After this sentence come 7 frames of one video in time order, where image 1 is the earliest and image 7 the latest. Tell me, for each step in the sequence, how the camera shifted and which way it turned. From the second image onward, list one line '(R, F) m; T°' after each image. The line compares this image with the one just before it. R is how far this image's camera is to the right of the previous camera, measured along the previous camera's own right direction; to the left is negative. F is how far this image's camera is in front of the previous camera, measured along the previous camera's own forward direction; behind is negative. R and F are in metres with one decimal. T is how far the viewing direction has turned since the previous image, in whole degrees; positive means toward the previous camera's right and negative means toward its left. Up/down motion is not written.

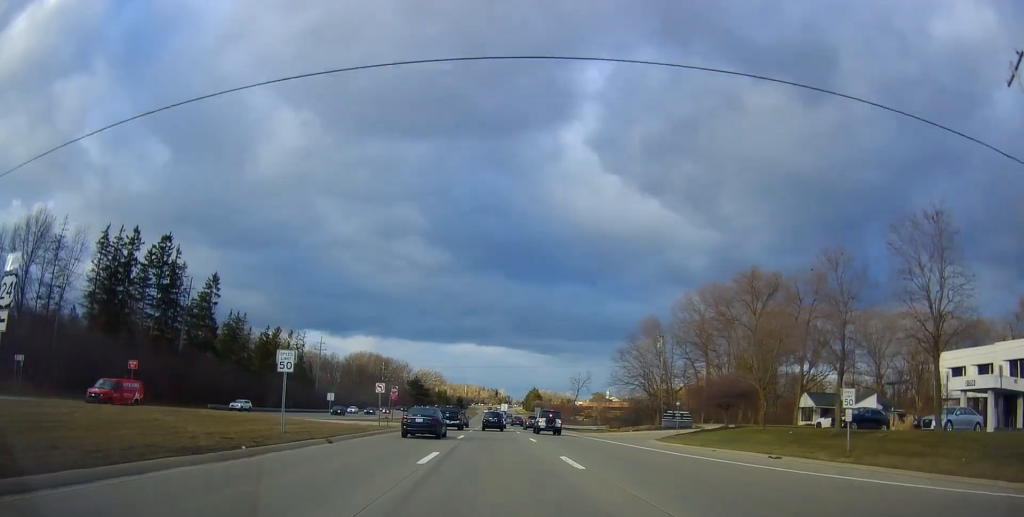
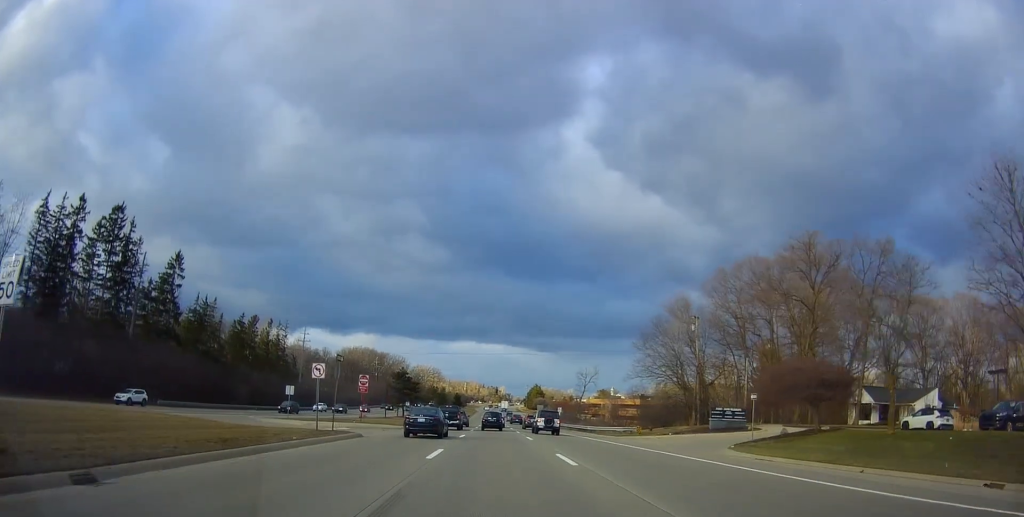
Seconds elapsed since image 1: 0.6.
(+0.5, +13.8) m; +1°
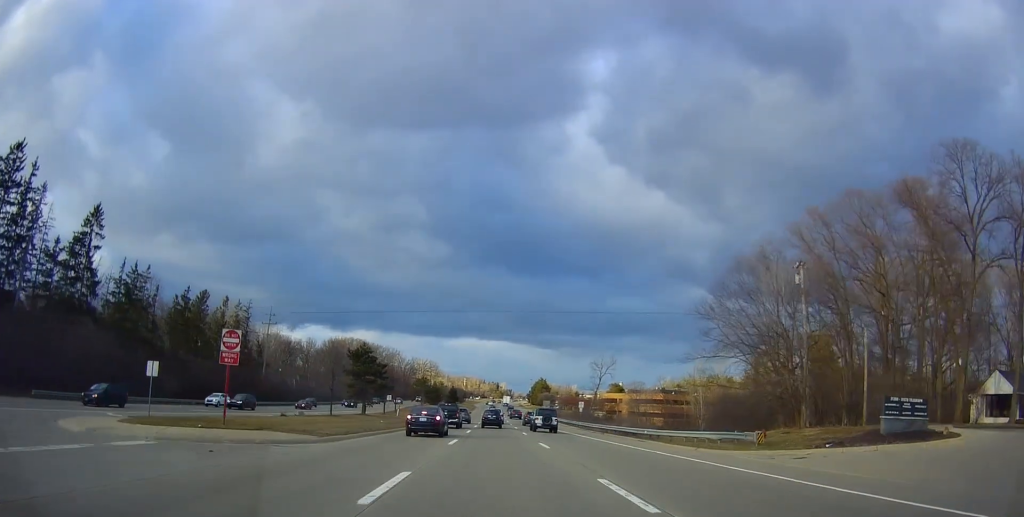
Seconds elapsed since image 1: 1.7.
(-0.3, +23.3) m; 0°
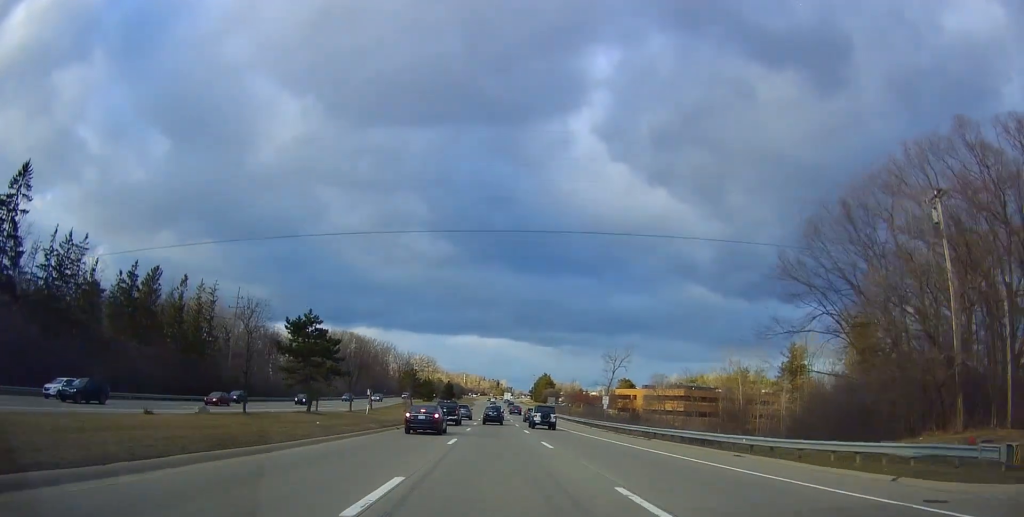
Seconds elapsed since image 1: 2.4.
(+0.3, +16.1) m; -1°
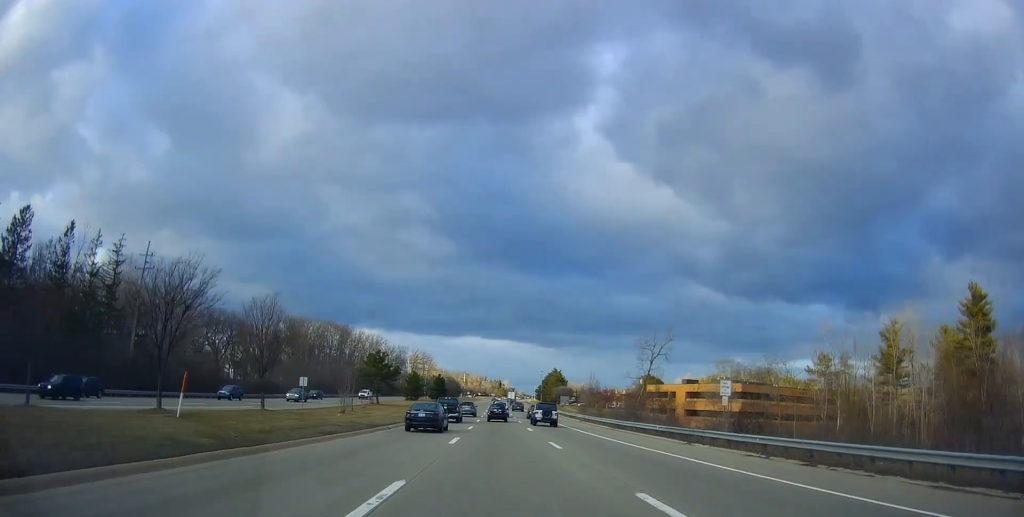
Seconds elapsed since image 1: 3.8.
(-0.7, +30.9) m; 0°
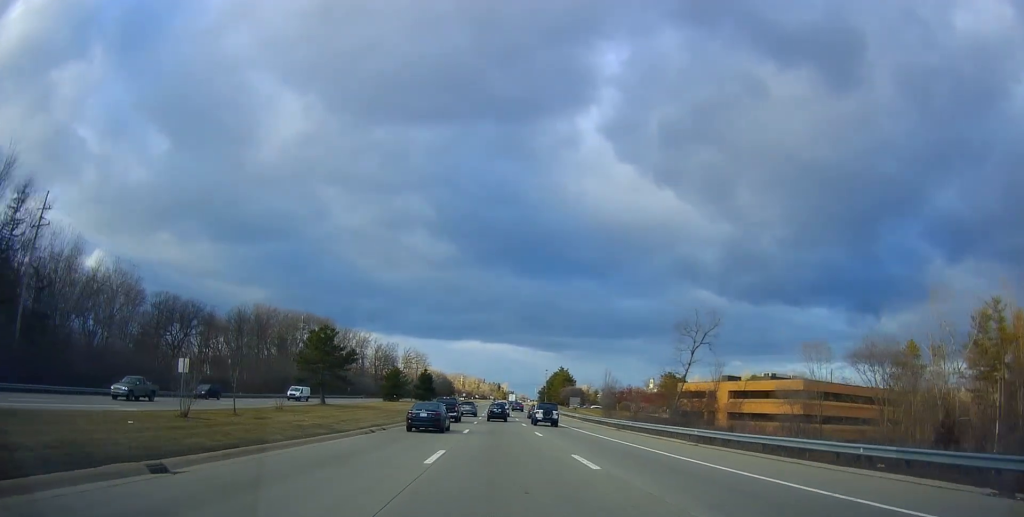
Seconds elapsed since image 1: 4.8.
(+0.7, +22.6) m; 0°
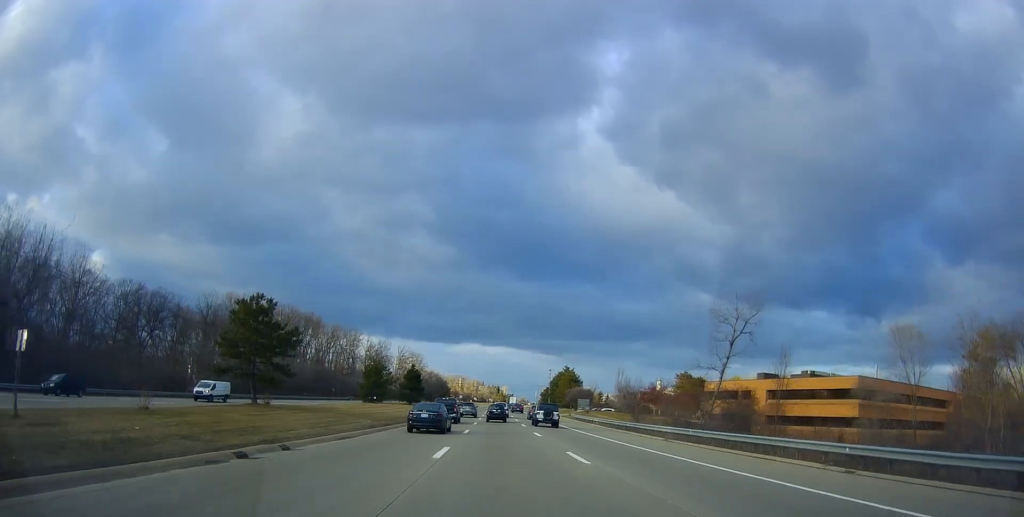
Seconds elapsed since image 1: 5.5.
(-0.5, +14.4) m; 0°
